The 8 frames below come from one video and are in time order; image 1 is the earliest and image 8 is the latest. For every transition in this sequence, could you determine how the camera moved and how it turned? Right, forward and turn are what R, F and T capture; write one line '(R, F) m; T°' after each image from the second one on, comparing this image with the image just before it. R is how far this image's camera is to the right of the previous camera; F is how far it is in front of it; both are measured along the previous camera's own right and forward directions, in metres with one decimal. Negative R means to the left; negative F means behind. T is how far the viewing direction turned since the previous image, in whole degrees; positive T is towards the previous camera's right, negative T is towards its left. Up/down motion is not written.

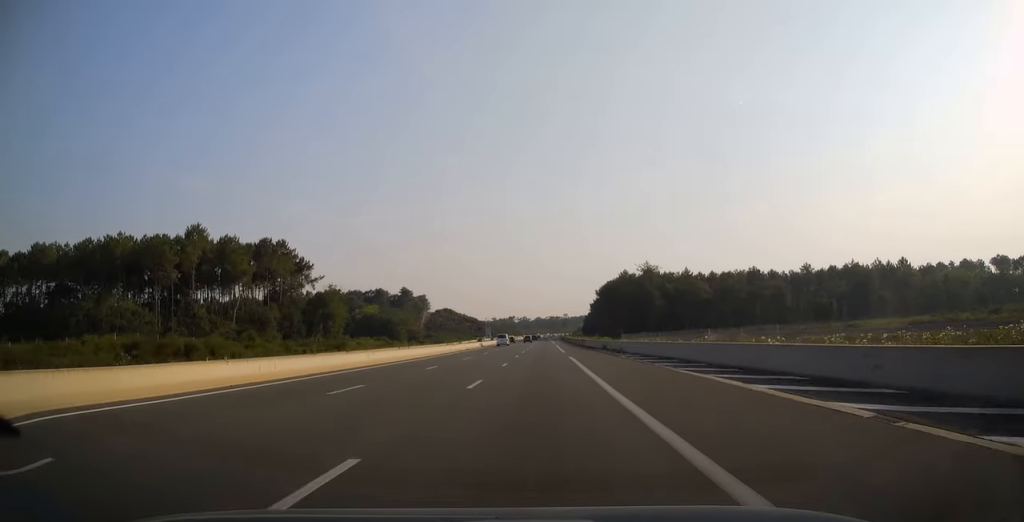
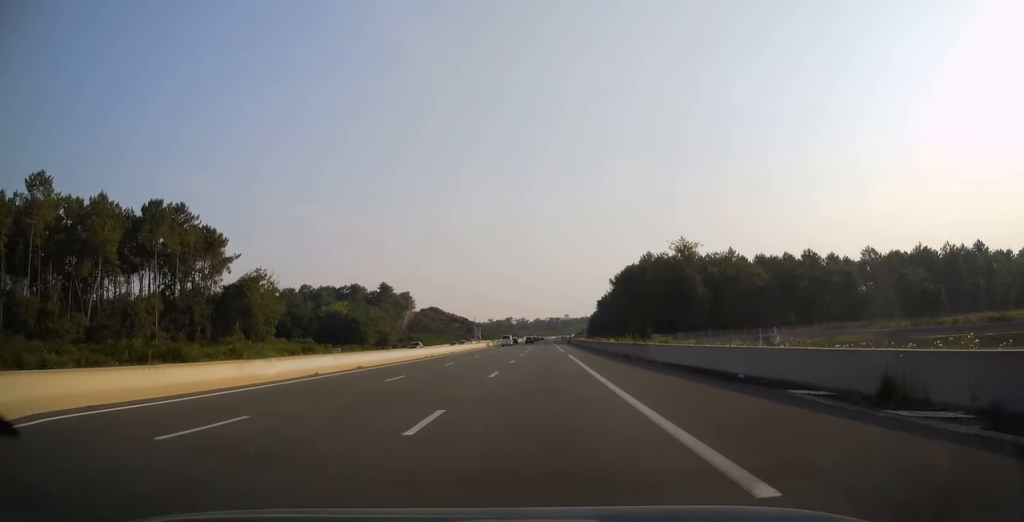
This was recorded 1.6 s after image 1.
(-0.1, +47.0) m; 0°
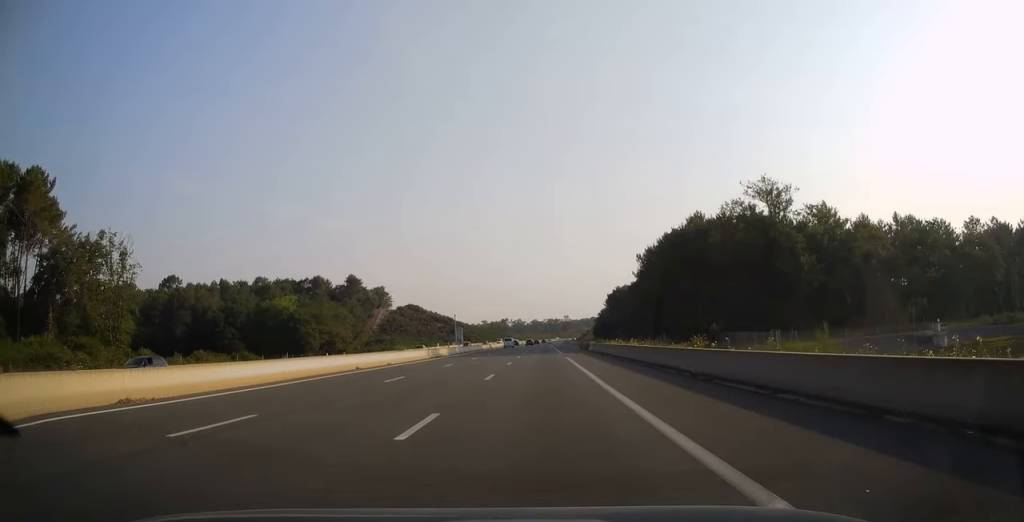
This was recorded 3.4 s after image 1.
(+0.3, +52.4) m; 0°
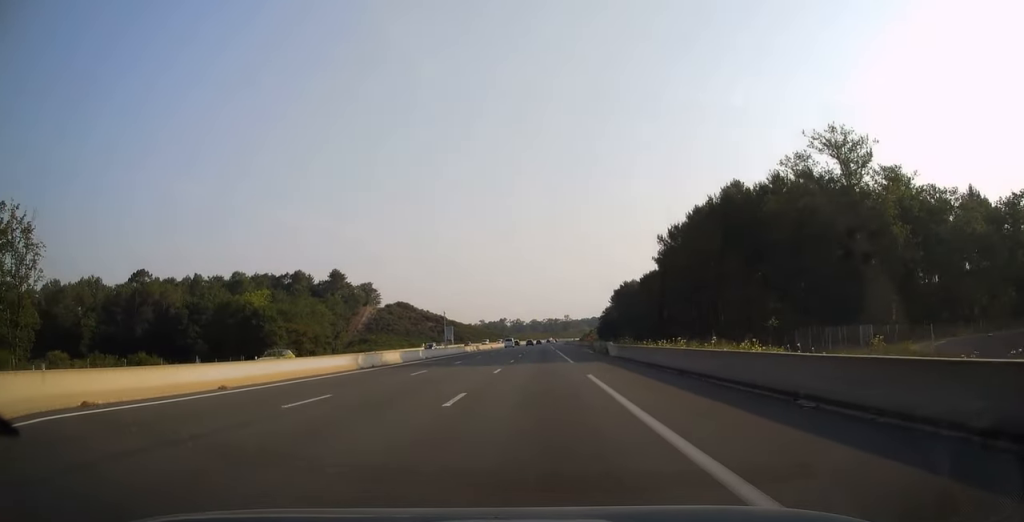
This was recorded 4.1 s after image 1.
(-0.1, +21.5) m; 0°
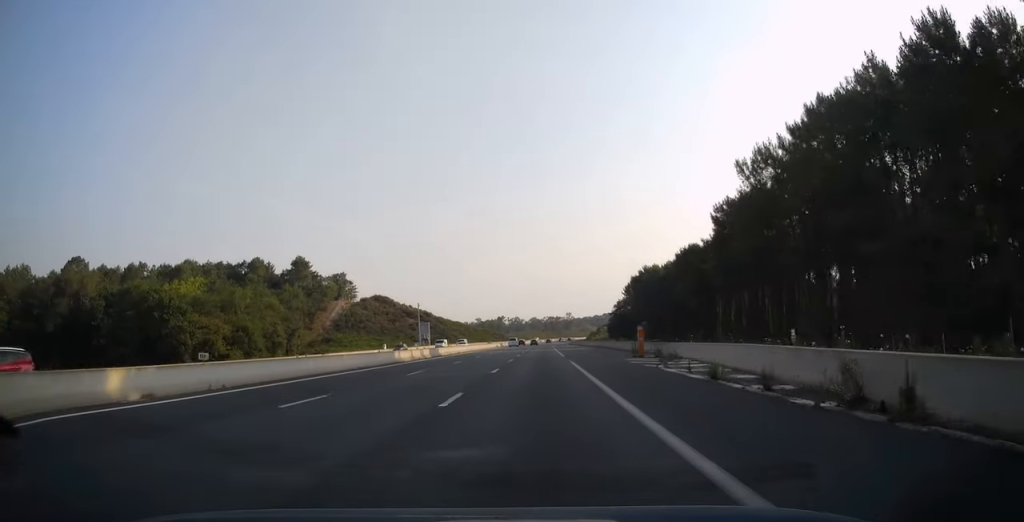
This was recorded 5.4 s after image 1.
(+0.1, +39.1) m; 0°
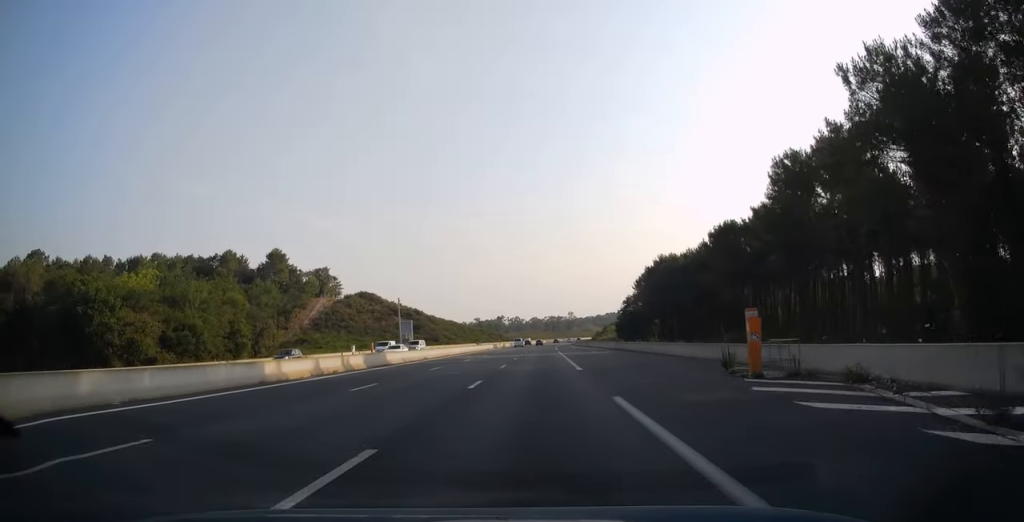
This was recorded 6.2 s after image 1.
(0.0, +21.0) m; 0°
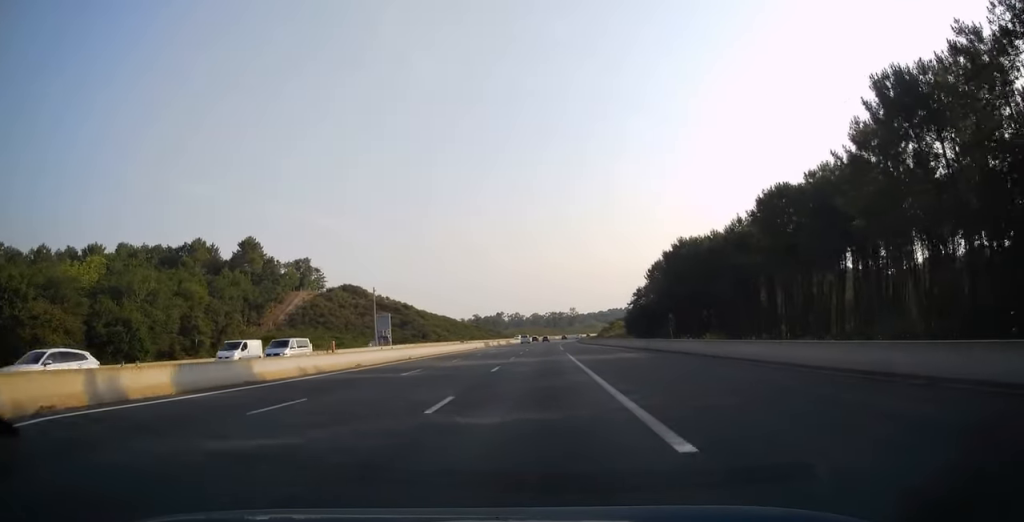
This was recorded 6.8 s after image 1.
(-0.1, +19.6) m; 0°
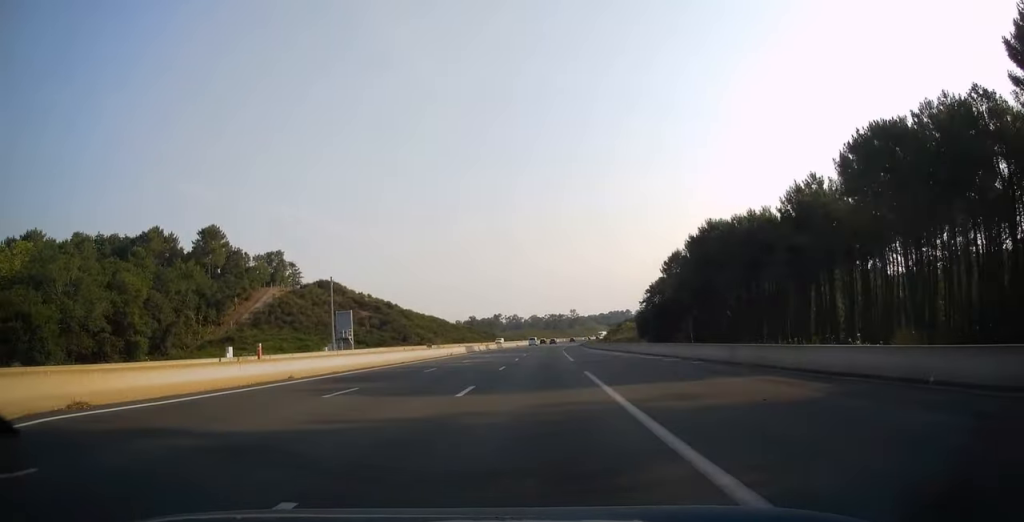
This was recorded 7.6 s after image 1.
(0.0, +22.0) m; 0°
